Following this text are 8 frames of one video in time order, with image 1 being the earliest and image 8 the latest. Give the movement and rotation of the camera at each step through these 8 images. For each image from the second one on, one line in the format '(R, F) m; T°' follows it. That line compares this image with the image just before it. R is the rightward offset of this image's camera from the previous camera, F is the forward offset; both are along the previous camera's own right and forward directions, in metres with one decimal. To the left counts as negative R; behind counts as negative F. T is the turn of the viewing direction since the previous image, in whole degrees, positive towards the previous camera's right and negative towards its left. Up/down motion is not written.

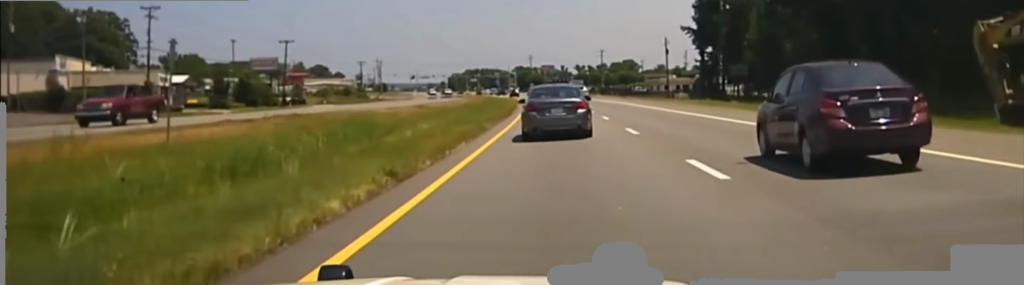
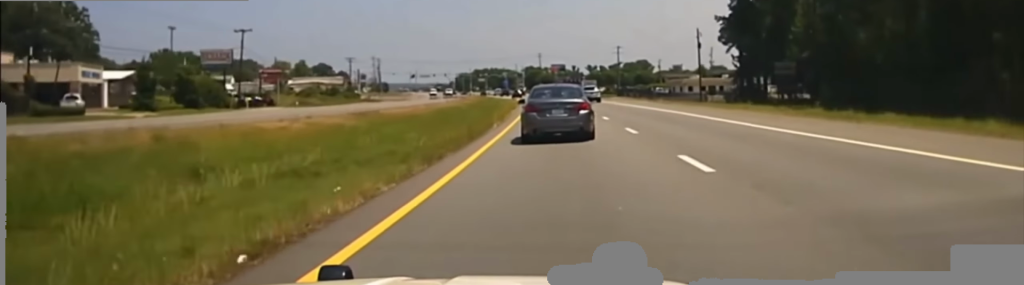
(+0.1, +23.8) m; 0°
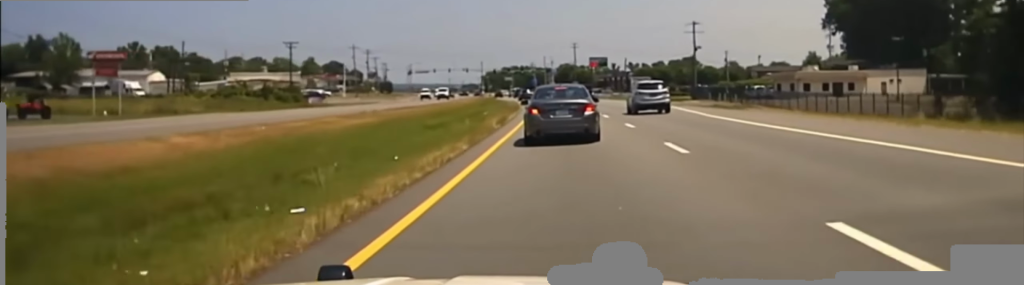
(-1.5, +68.6) m; -3°
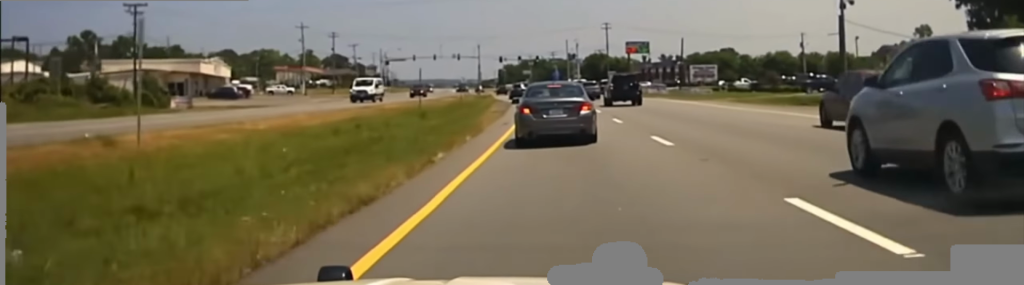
(-0.9, +59.8) m; -2°
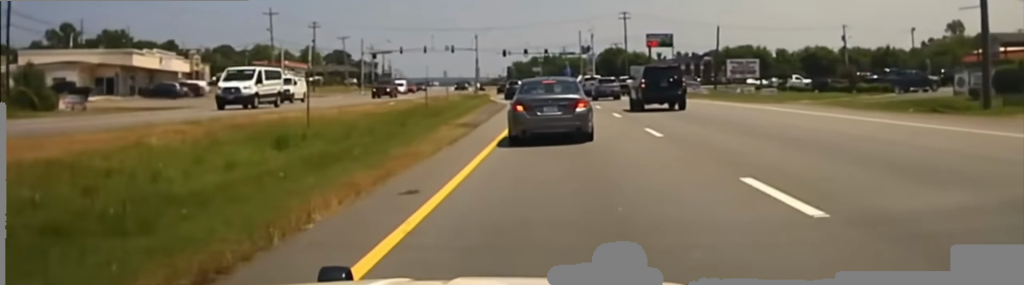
(-0.3, +21.6) m; -1°
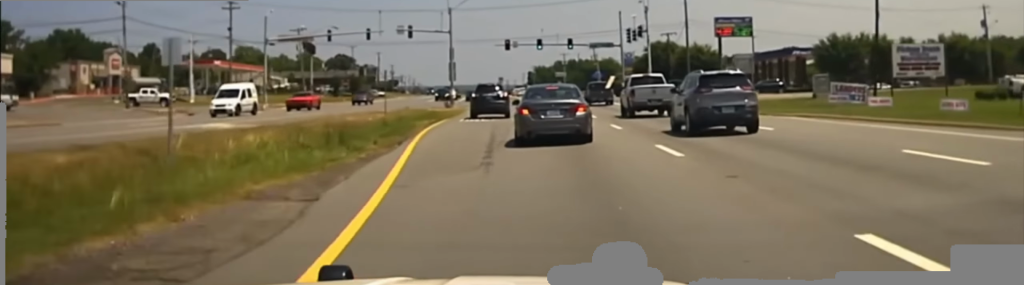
(-0.6, +54.6) m; -2°
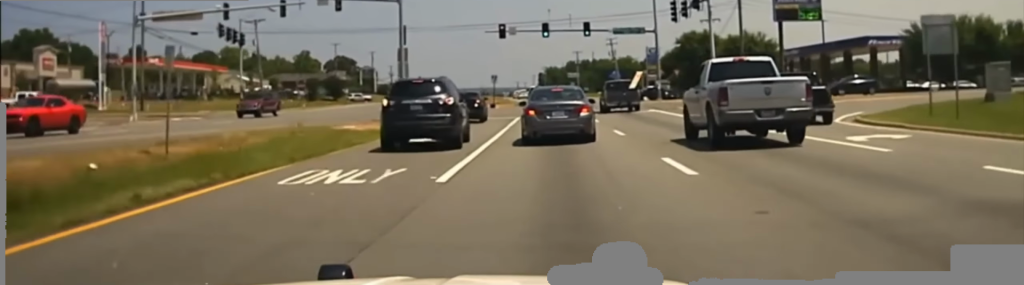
(-0.4, +27.0) m; -1°
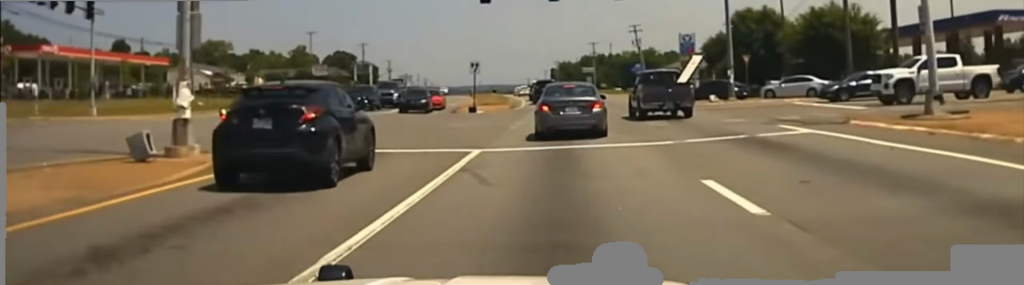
(-0.3, +30.4) m; -1°
